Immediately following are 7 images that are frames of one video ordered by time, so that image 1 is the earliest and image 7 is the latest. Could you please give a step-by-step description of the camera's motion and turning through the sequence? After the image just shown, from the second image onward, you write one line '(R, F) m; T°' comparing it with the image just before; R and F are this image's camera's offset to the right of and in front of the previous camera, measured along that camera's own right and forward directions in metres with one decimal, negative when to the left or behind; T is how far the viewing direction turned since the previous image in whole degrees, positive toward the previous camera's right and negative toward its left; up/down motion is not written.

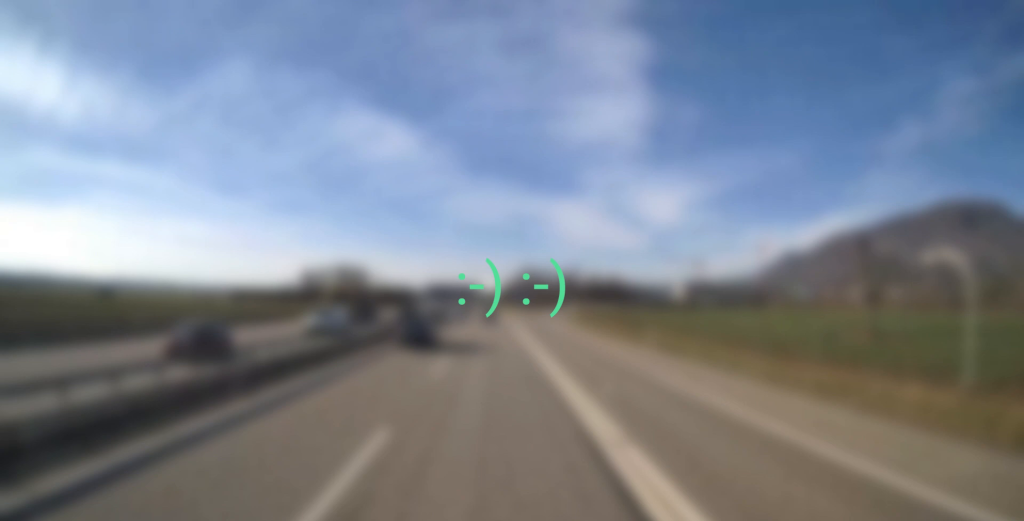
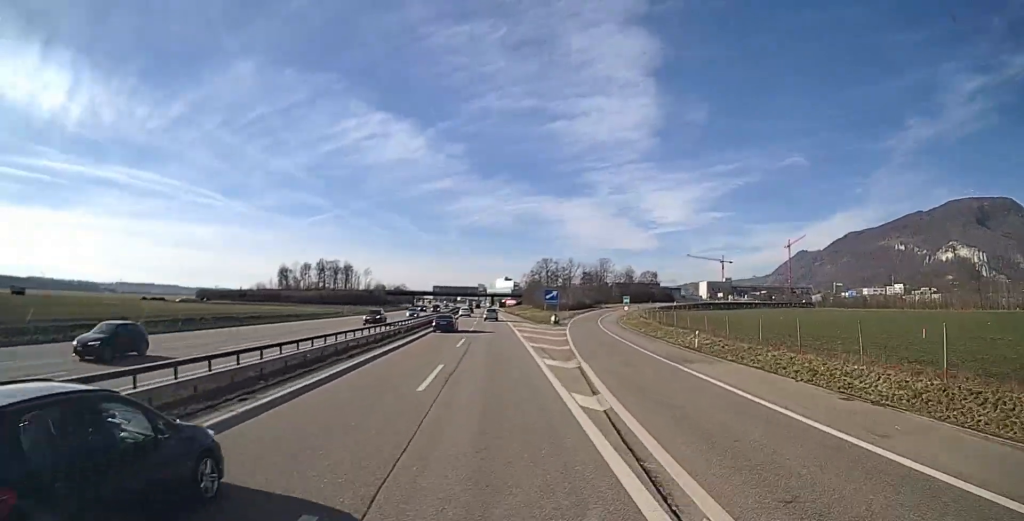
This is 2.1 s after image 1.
(-0.8, +49.6) m; -2°
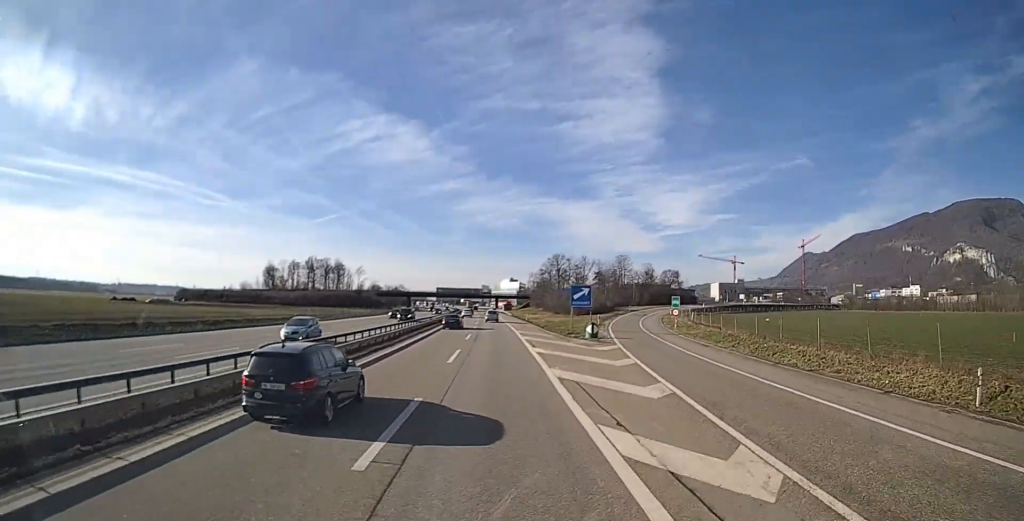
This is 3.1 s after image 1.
(-0.1, +22.4) m; 0°
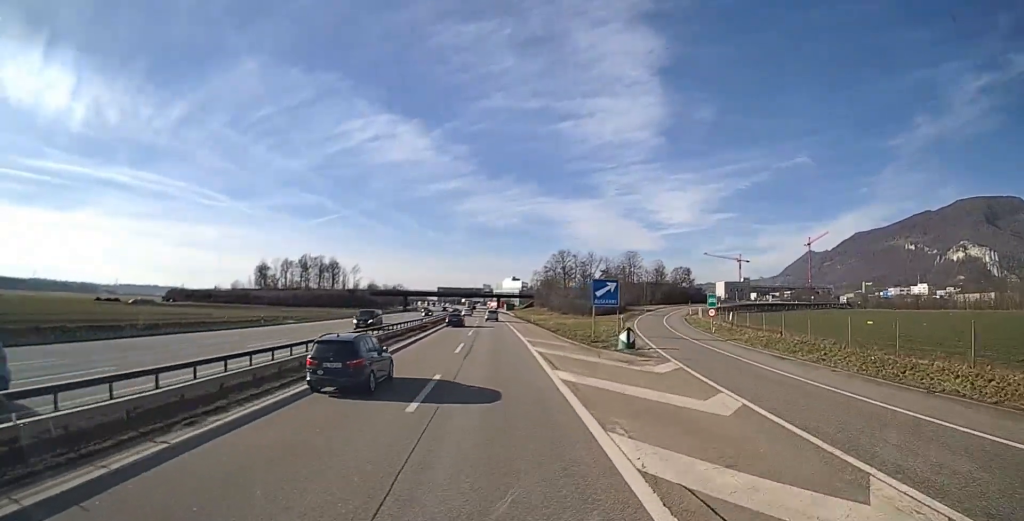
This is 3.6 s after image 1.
(0.0, +10.8) m; 0°
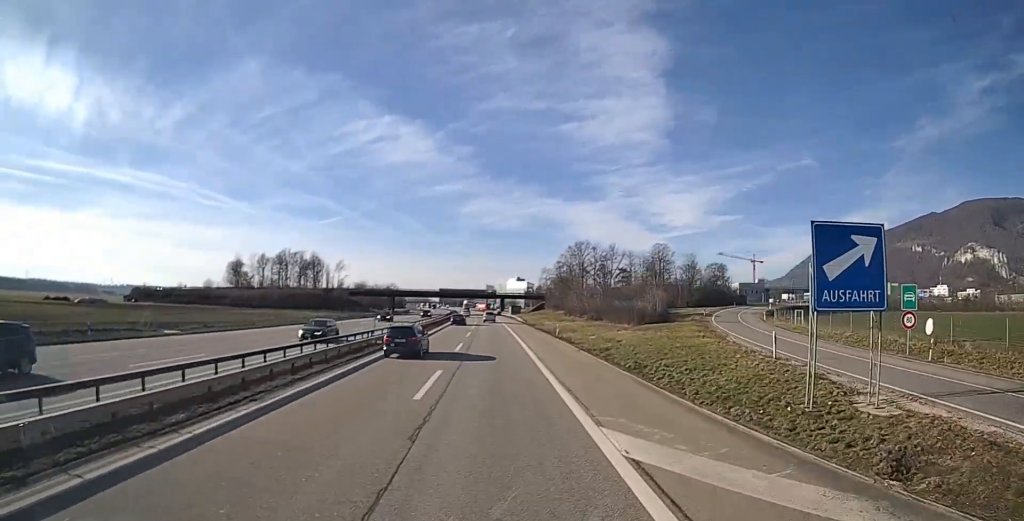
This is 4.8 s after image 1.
(0.0, +28.6) m; 0°
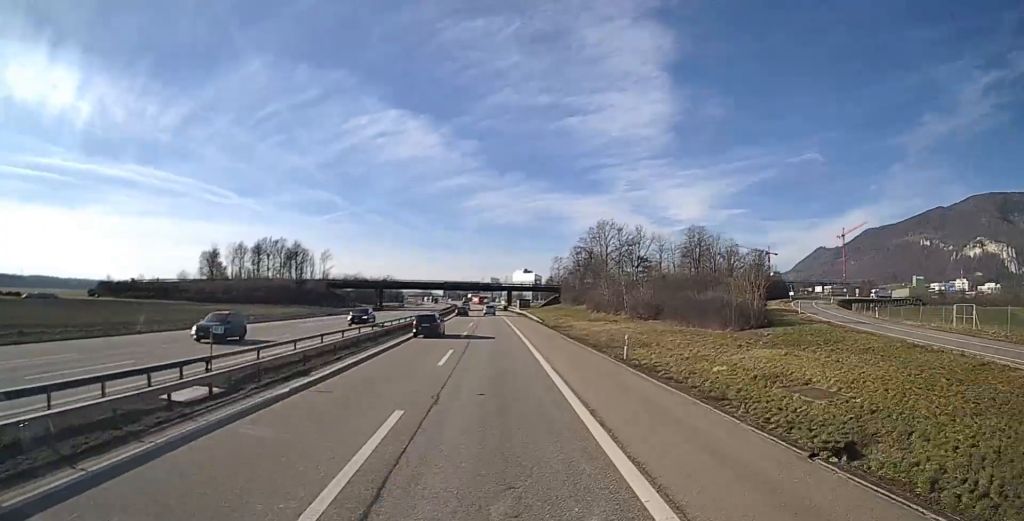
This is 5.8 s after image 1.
(-0.1, +24.0) m; -1°
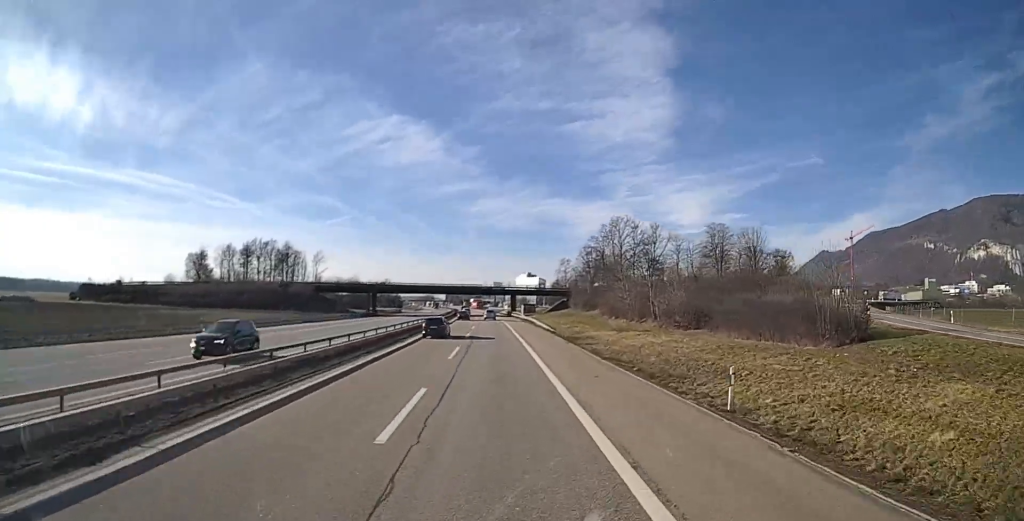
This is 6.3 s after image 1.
(0.0, +10.8) m; 0°
